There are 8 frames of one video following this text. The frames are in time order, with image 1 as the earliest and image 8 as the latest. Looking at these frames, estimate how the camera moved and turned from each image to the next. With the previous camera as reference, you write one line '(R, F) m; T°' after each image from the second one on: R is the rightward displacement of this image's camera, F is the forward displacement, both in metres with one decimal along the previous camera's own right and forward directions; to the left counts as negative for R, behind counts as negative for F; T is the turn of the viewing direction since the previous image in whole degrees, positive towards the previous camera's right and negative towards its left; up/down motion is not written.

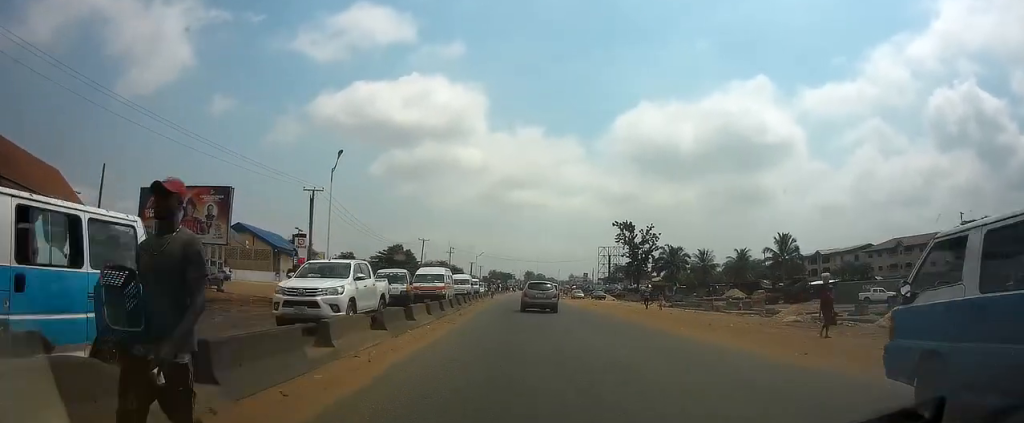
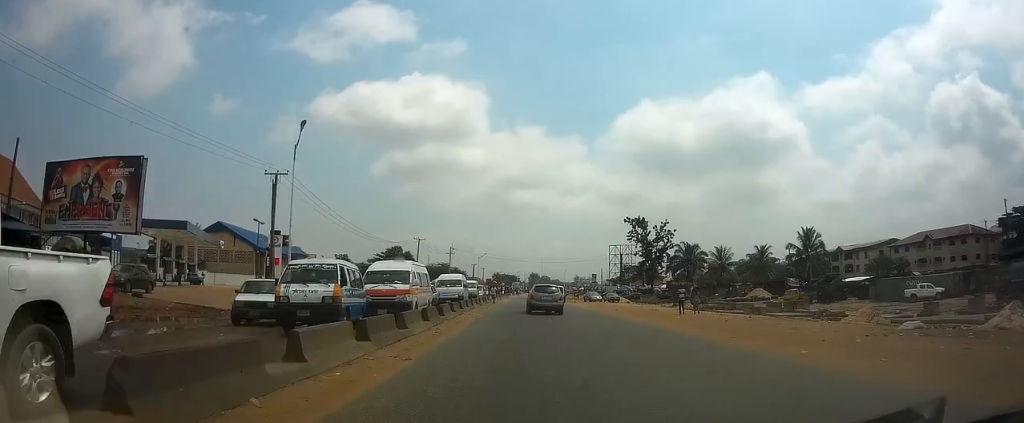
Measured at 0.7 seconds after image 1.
(0.0, +9.0) m; 0°
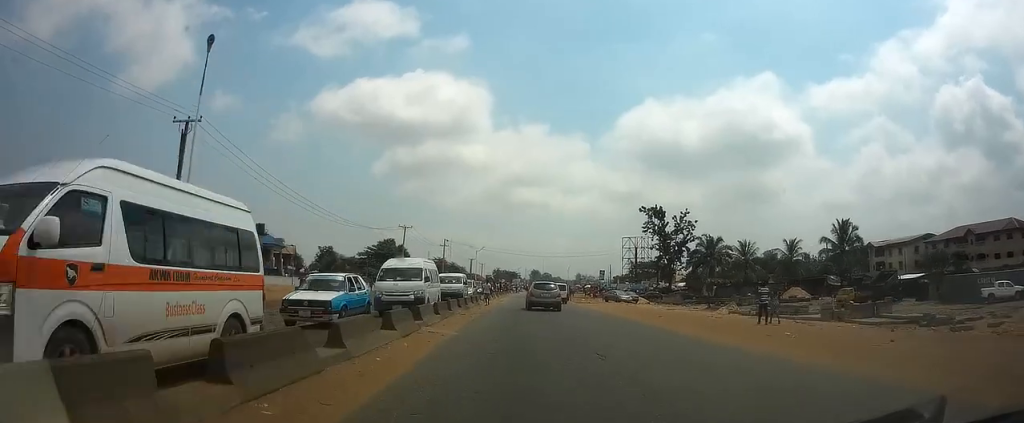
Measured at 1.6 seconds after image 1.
(0.0, +12.7) m; 0°
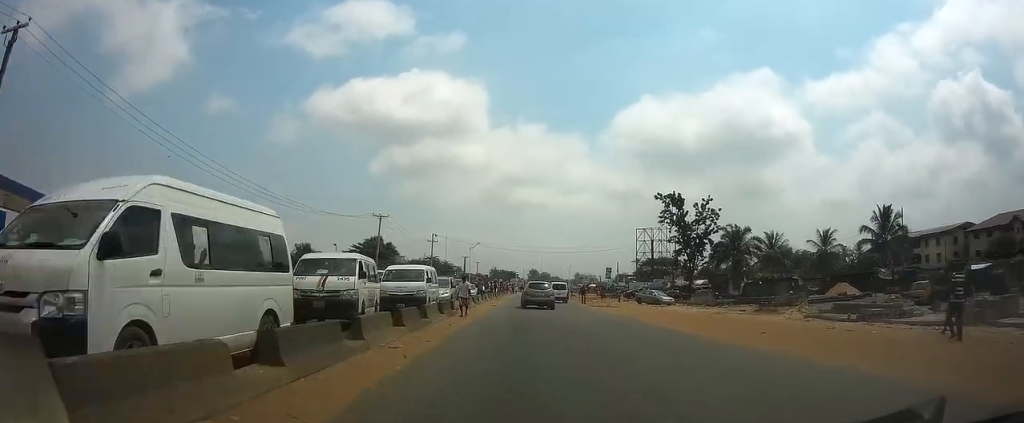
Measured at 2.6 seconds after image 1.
(0.0, +13.2) m; 0°
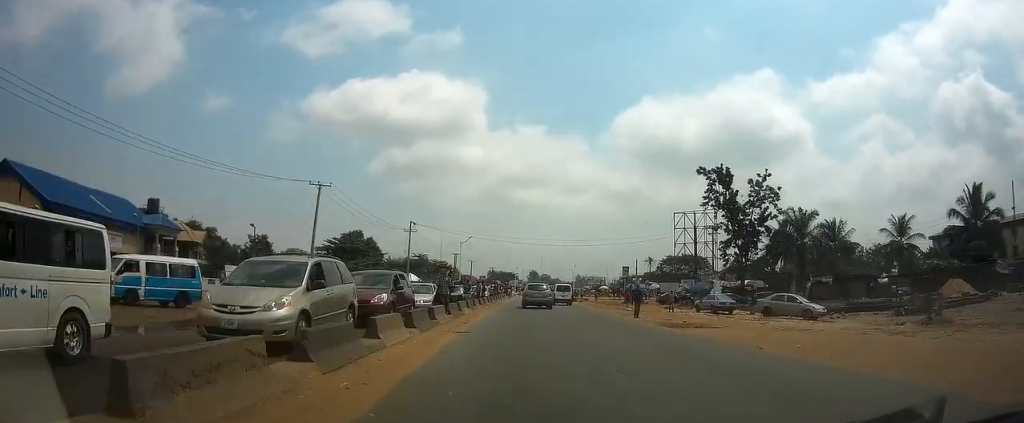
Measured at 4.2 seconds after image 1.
(0.0, +21.2) m; 0°
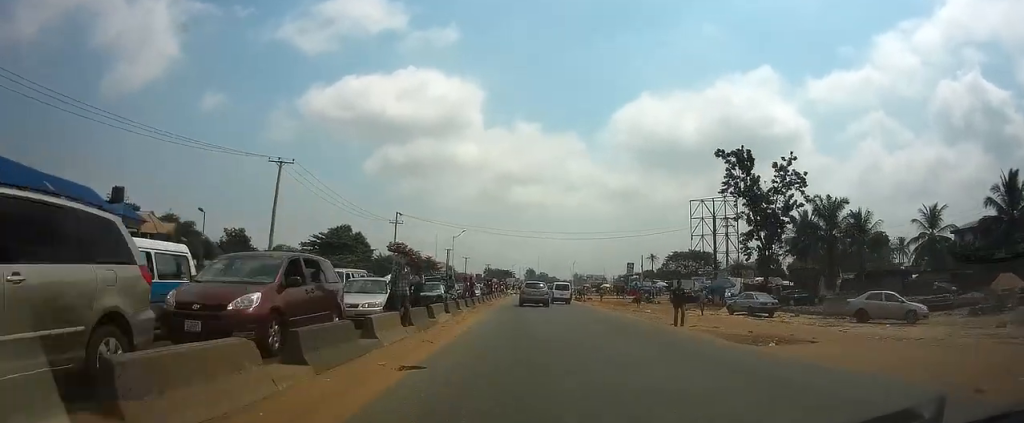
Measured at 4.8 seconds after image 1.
(0.0, +7.4) m; 0°
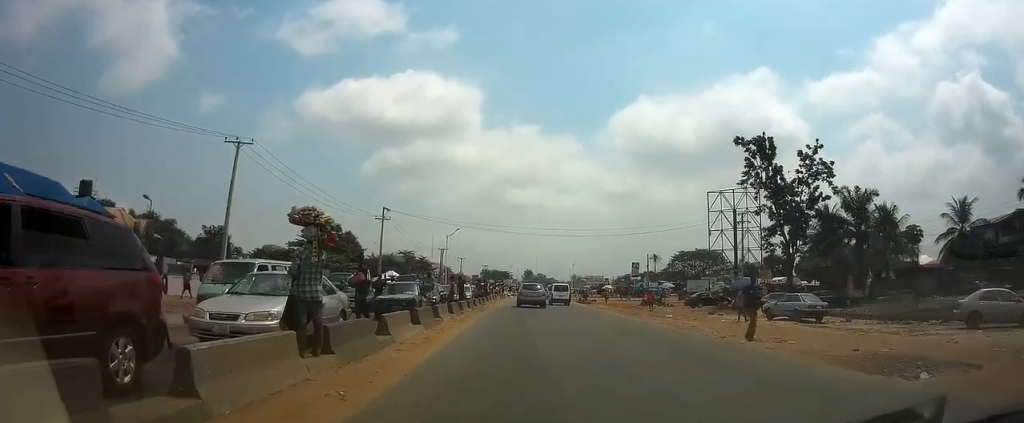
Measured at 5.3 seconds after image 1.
(0.0, +6.4) m; 0°
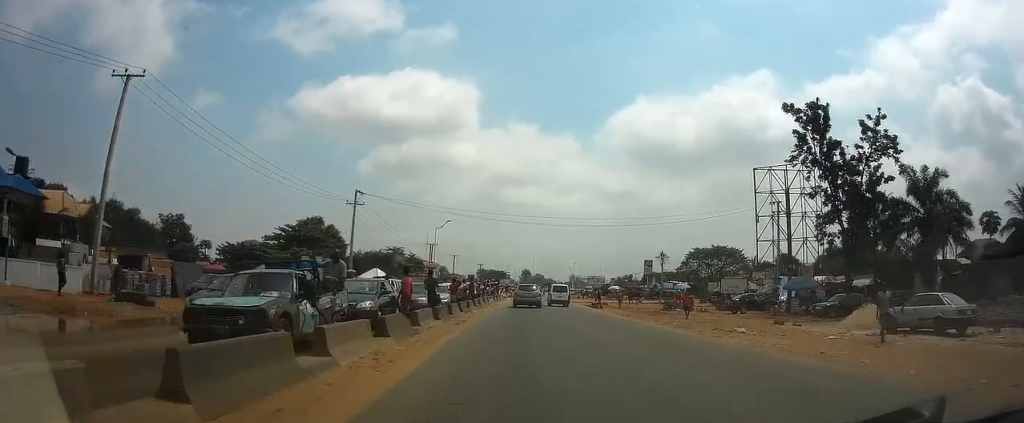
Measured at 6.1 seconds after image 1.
(0.0, +11.2) m; 0°
